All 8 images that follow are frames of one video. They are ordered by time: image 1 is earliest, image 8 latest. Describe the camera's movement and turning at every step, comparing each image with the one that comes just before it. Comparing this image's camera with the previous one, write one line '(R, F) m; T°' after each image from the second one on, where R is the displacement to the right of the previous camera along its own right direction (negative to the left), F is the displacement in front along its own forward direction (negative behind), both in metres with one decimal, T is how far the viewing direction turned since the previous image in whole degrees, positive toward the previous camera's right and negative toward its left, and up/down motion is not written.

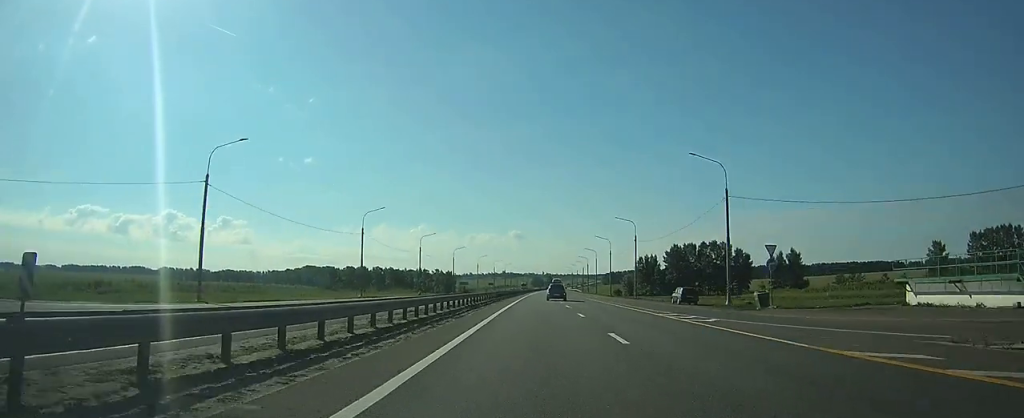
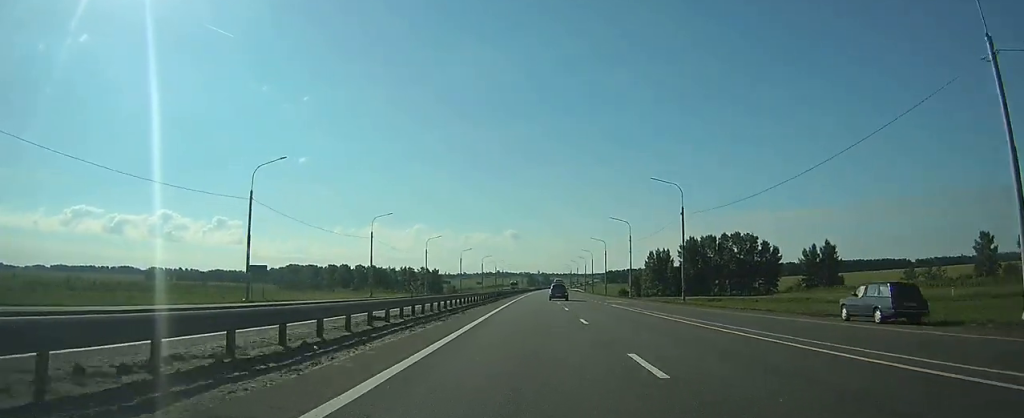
(+0.1, +29.5) m; 0°
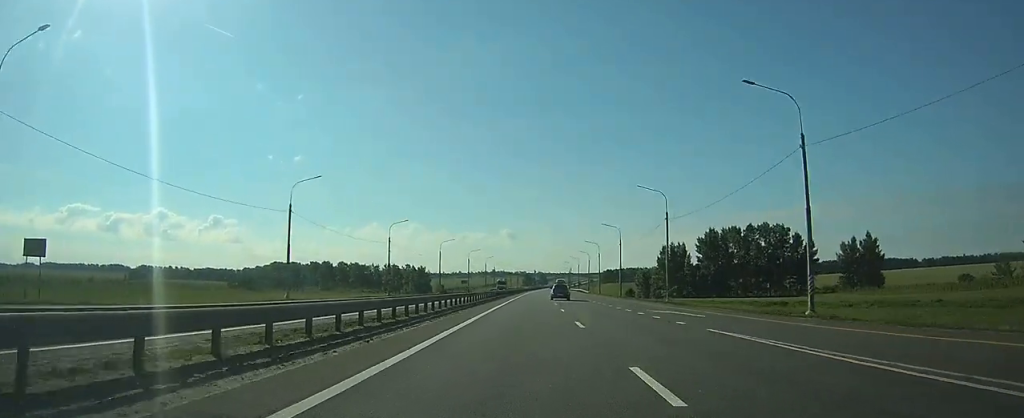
(0.0, +26.2) m; 0°
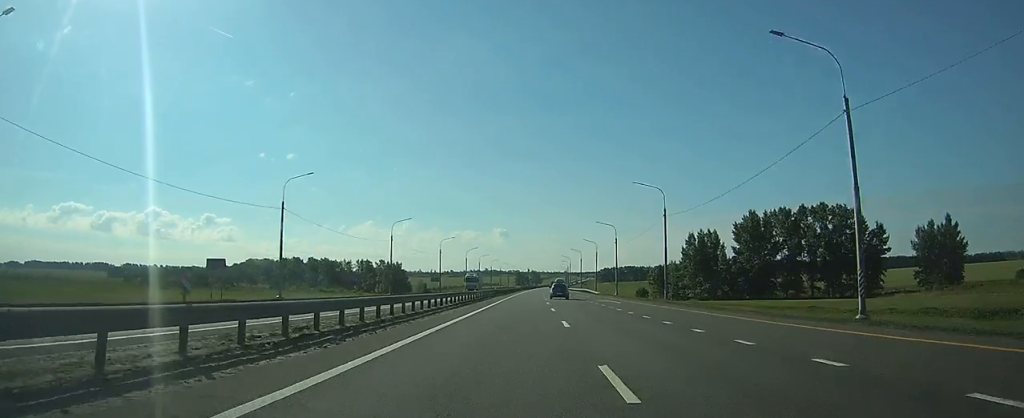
(+0.2, +36.4) m; +1°
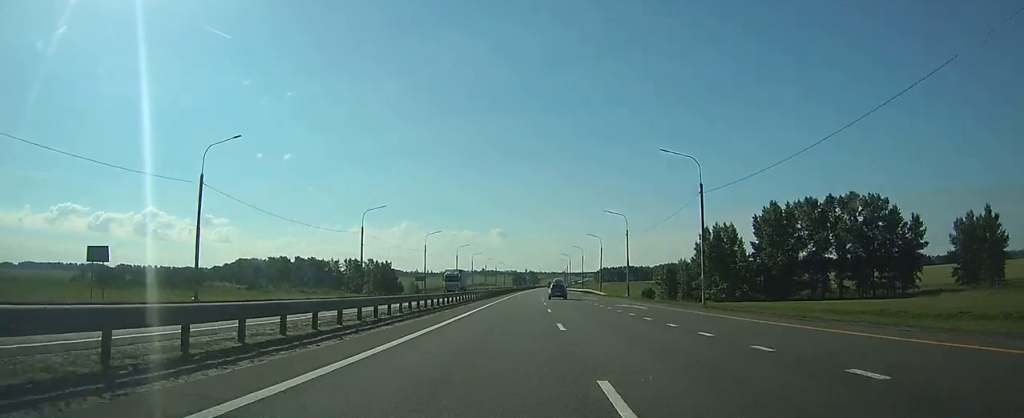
(+0.1, +13.7) m; 0°
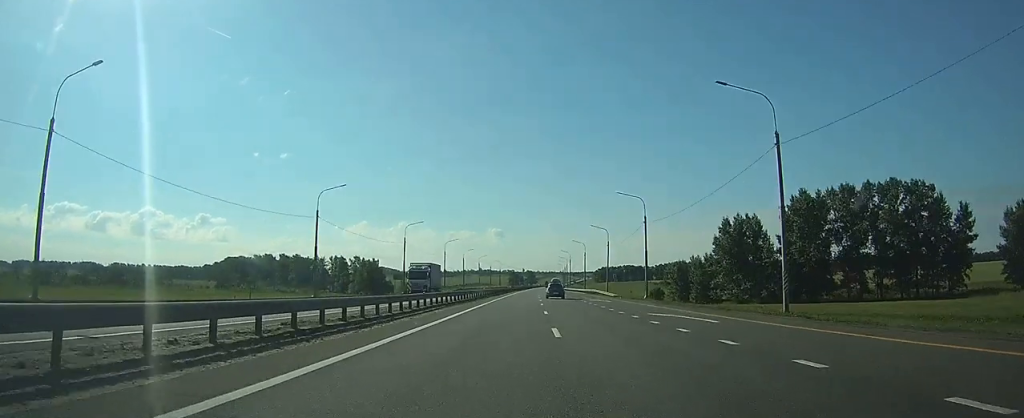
(0.0, +14.8) m; 0°
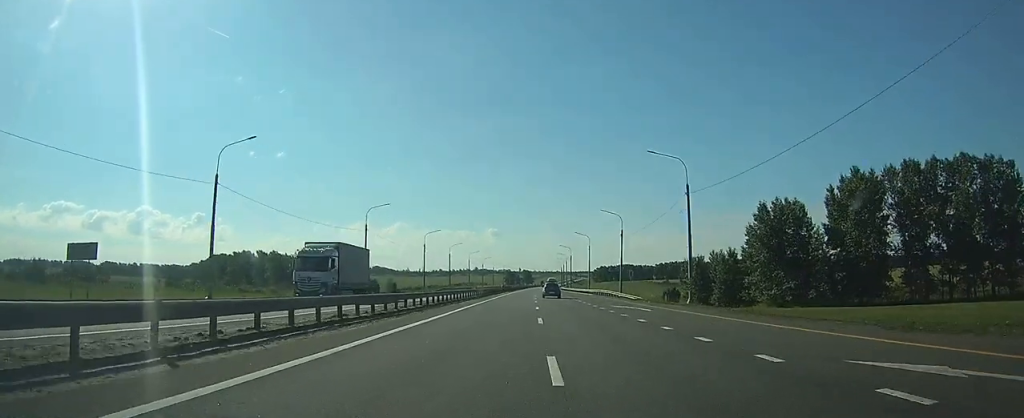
(+0.1, +19.3) m; 0°
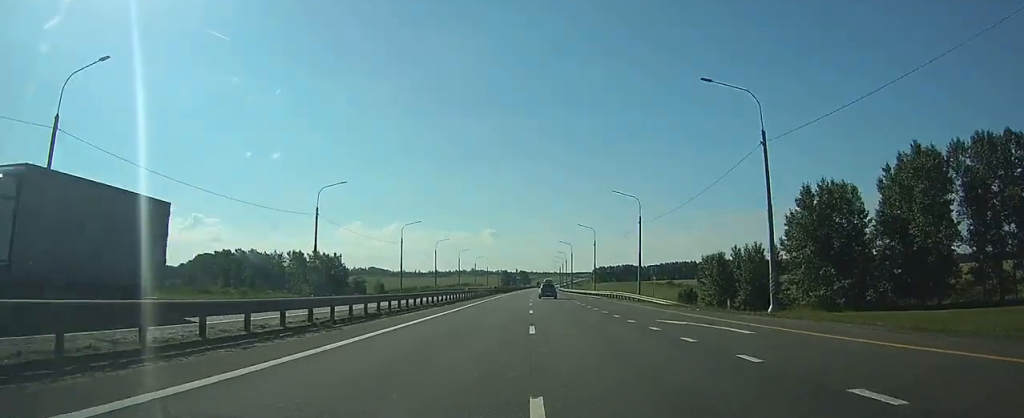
(0.0, +15.9) m; 0°
